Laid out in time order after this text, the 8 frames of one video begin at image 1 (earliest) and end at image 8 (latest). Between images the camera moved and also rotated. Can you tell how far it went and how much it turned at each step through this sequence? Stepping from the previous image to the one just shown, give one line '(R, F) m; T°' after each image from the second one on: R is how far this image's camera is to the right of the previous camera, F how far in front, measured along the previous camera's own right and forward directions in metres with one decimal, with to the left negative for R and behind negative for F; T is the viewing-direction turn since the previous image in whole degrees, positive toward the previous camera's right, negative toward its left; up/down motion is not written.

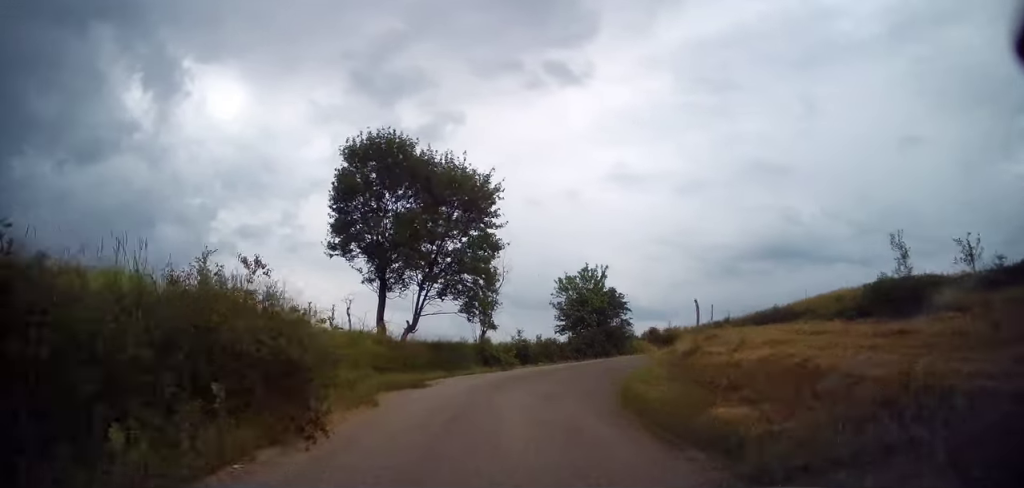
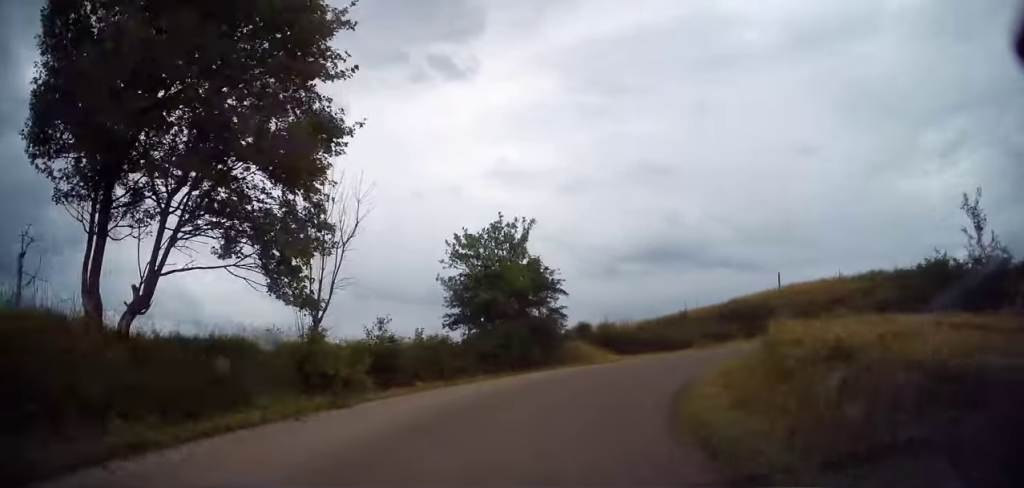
(+0.5, +10.4) m; +13°
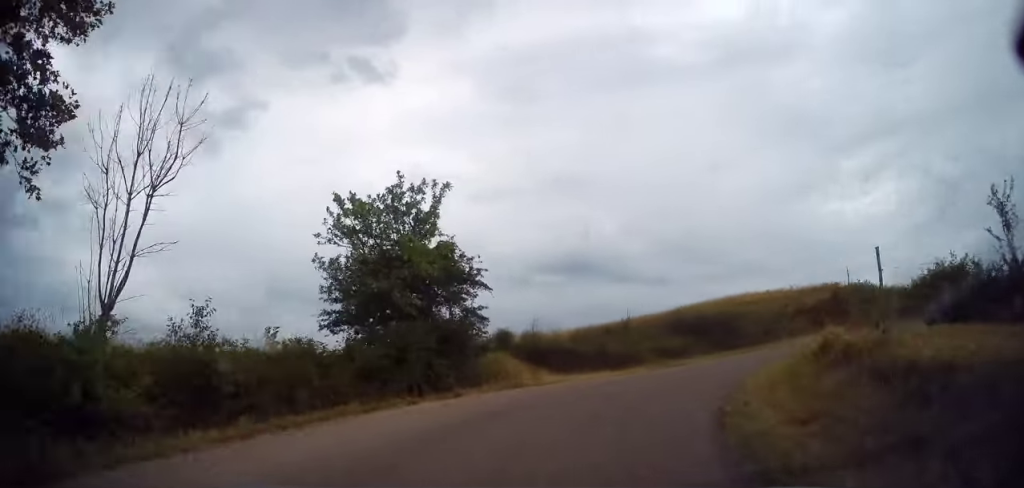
(+0.4, +4.7) m; +11°
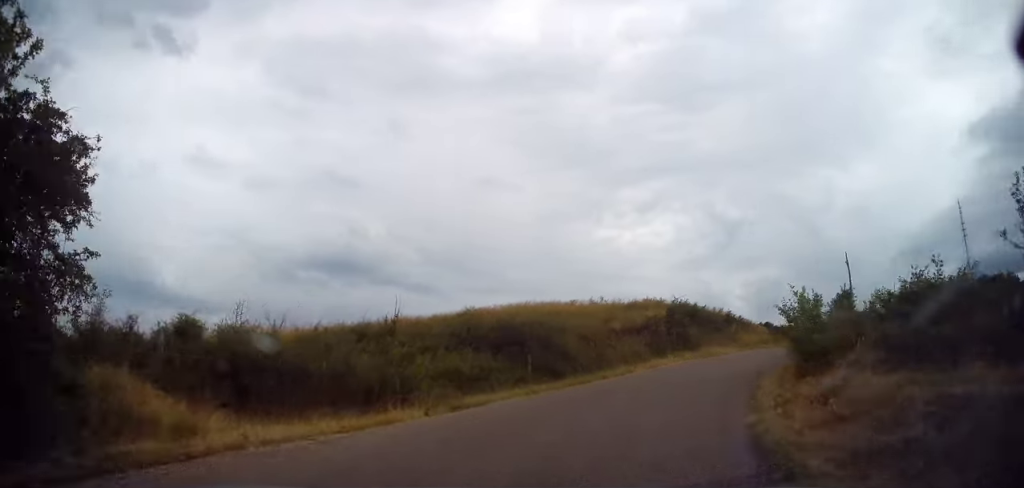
(+1.5, +7.8) m; +20°
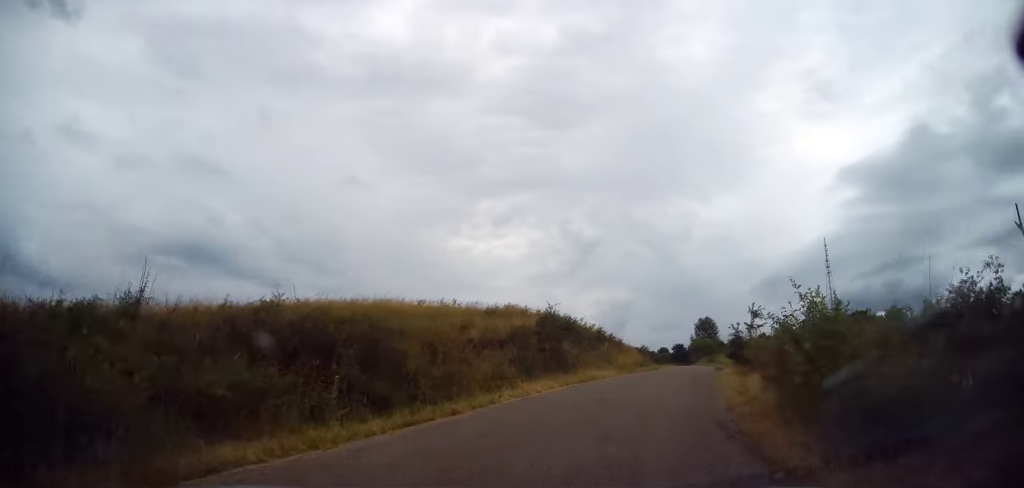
(+0.8, +5.8) m; +18°
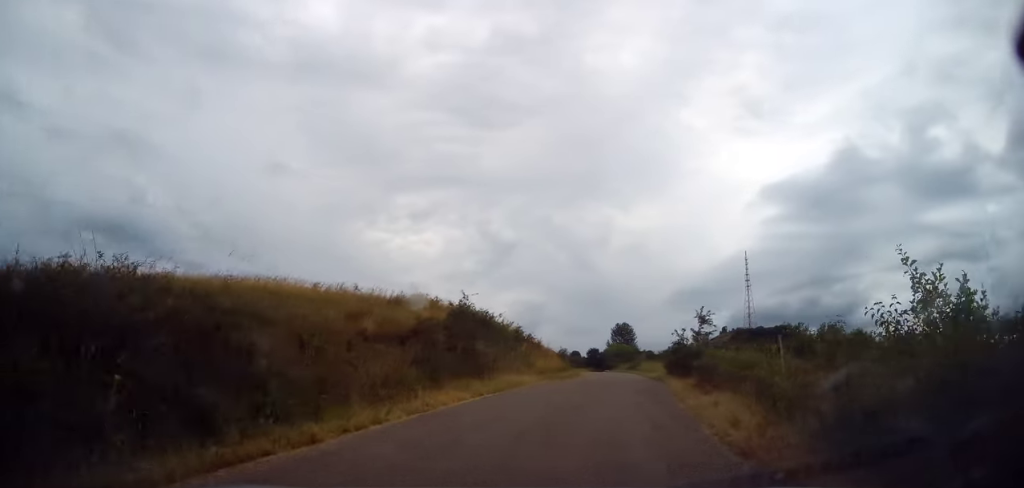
(+0.4, +3.7) m; +11°
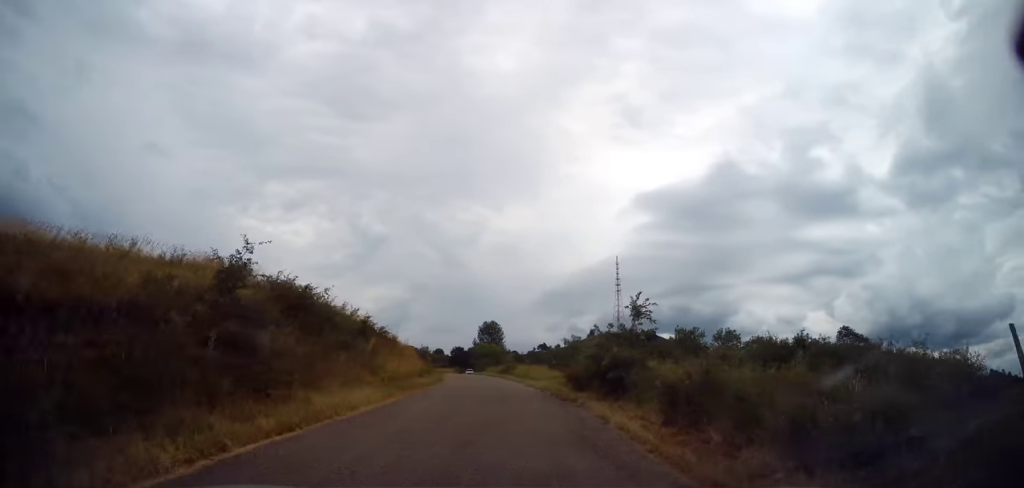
(+1.5, +7.4) m; +13°
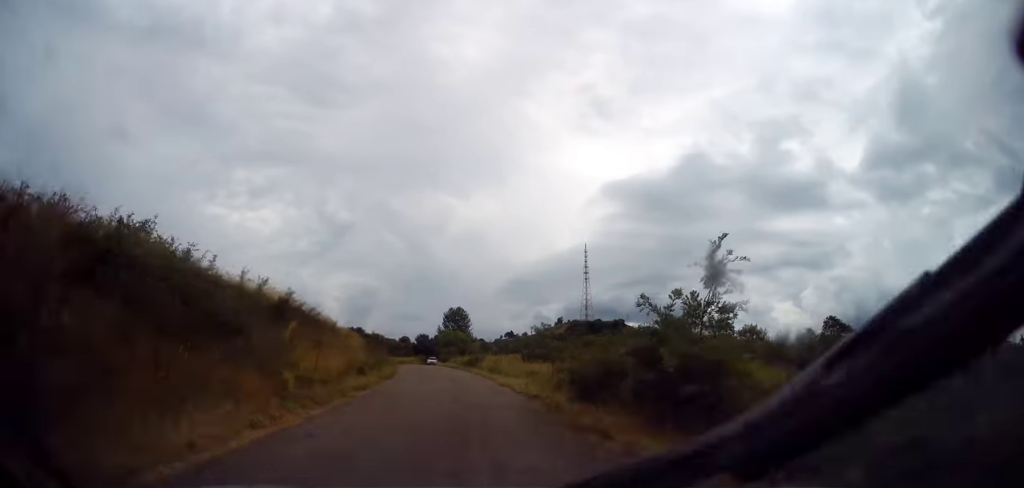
(+0.1, +6.4) m; +2°
